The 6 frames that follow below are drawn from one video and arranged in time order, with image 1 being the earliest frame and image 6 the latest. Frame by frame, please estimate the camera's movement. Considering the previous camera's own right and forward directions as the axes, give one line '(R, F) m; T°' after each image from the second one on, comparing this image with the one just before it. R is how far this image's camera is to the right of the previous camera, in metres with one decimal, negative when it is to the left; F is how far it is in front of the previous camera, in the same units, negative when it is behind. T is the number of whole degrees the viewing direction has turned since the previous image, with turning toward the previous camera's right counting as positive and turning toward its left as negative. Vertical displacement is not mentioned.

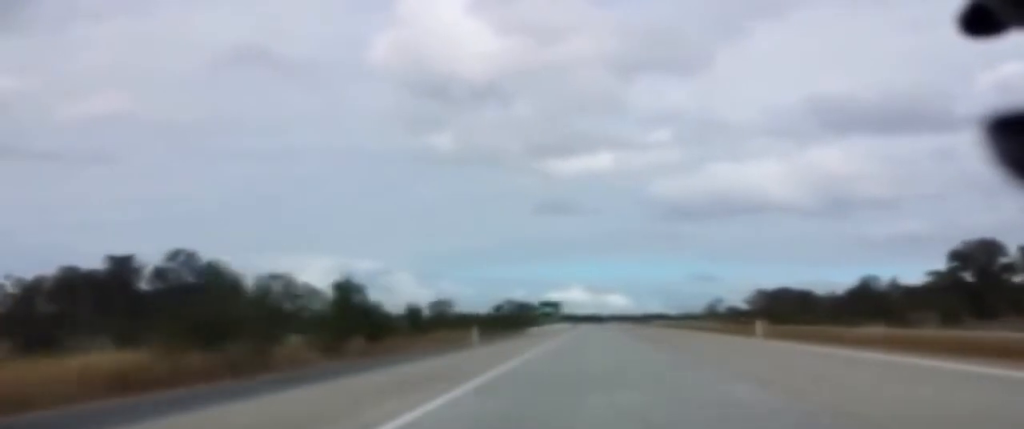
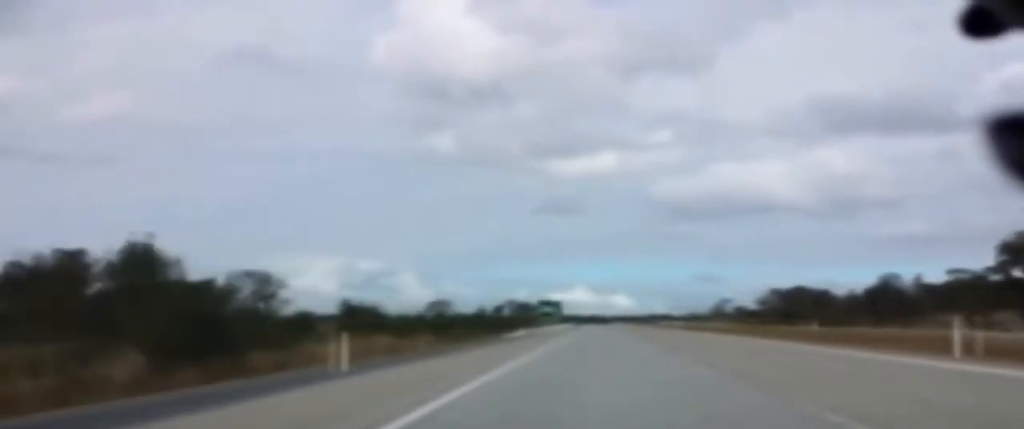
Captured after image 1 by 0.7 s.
(-0.2, +17.7) m; -1°
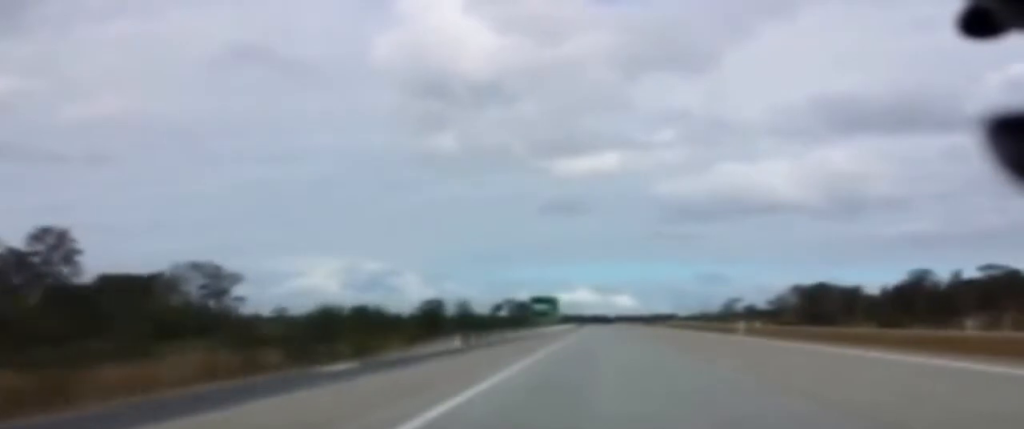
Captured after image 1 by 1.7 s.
(+0.1, +22.7) m; 0°
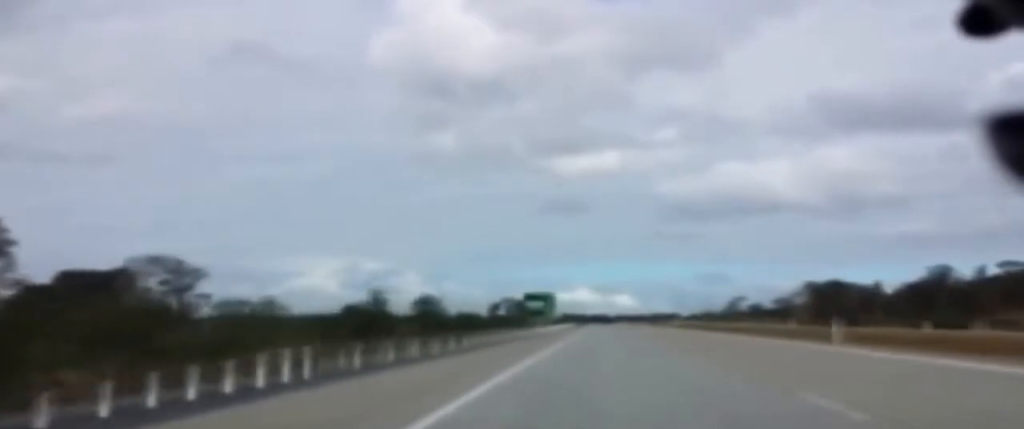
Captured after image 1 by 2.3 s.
(0.0, +13.2) m; 0°
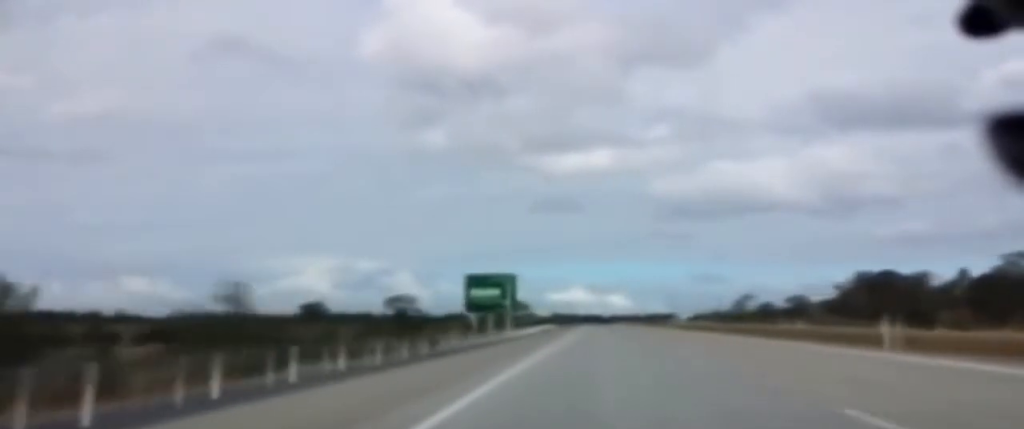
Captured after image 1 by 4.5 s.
(+0.1, +55.9) m; 0°
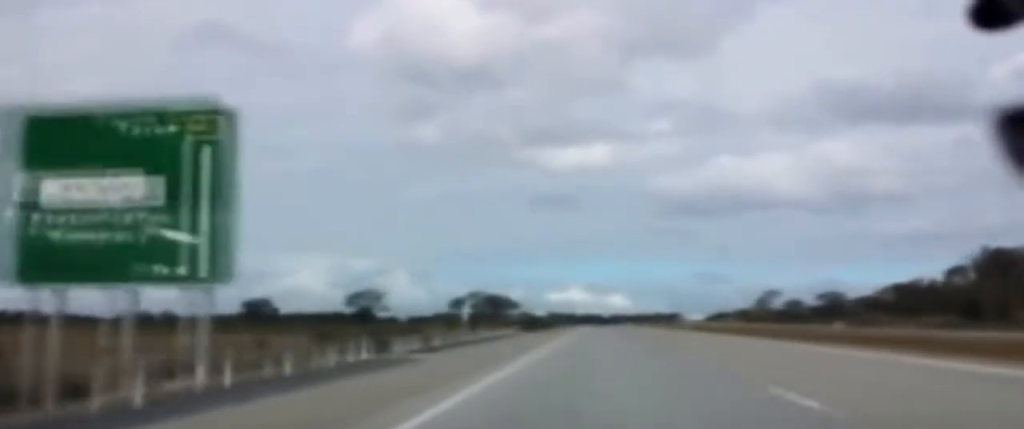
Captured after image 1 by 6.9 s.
(-0.4, +72.2) m; 0°
